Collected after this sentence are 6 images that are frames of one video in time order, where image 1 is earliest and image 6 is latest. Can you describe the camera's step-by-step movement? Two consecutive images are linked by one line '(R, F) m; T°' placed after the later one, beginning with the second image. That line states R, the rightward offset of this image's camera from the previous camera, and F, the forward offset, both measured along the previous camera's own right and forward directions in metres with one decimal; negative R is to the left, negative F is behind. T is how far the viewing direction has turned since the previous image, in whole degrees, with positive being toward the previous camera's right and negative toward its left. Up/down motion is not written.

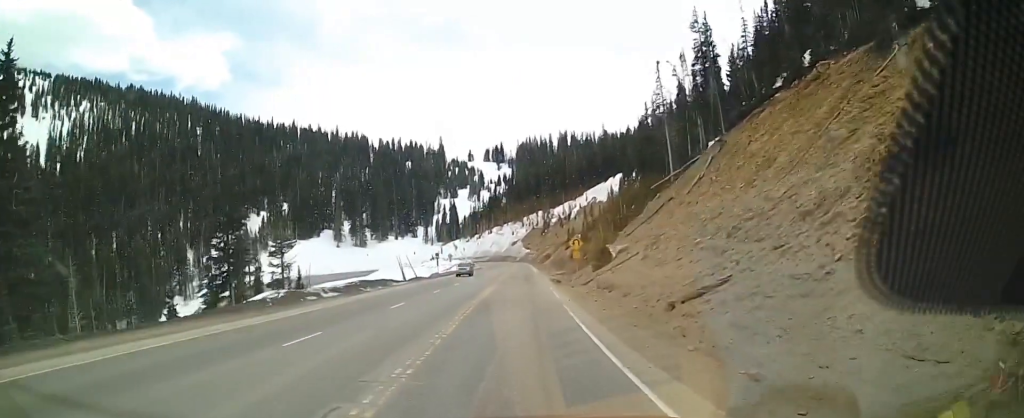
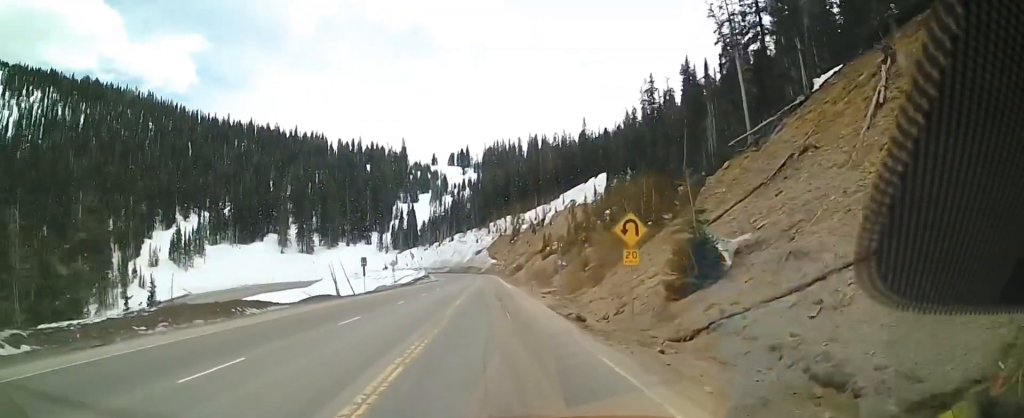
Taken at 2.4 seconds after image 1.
(+1.1, +28.2) m; +2°
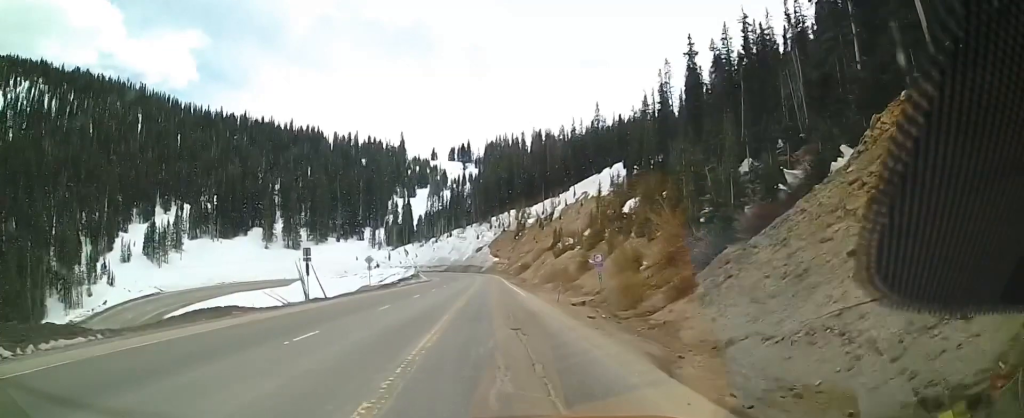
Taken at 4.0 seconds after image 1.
(-0.3, +20.1) m; -1°
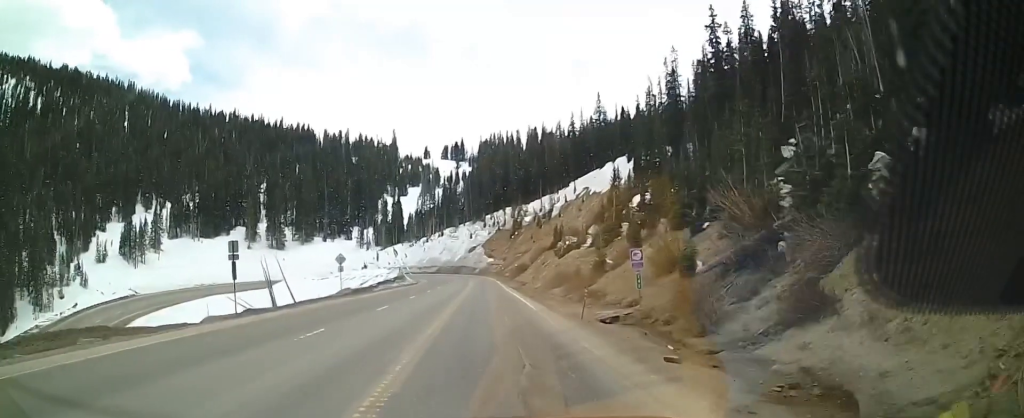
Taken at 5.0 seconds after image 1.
(0.0, +11.6) m; 0°
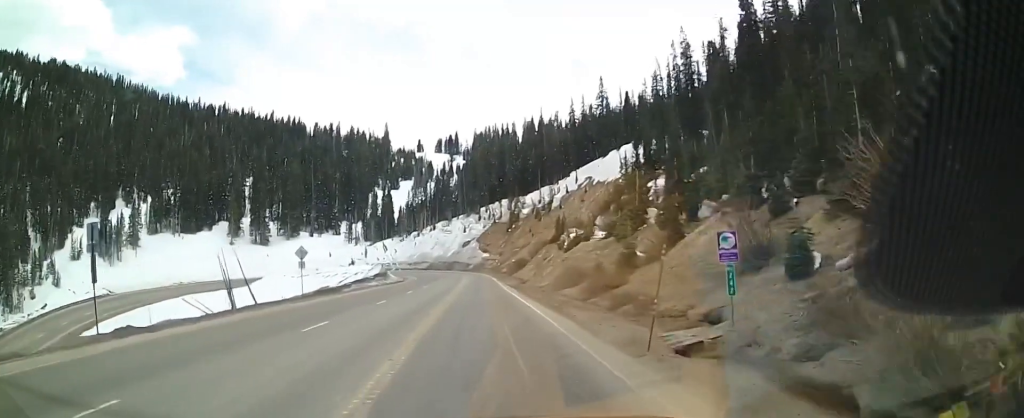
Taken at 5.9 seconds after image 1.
(0.0, +11.5) m; +3°
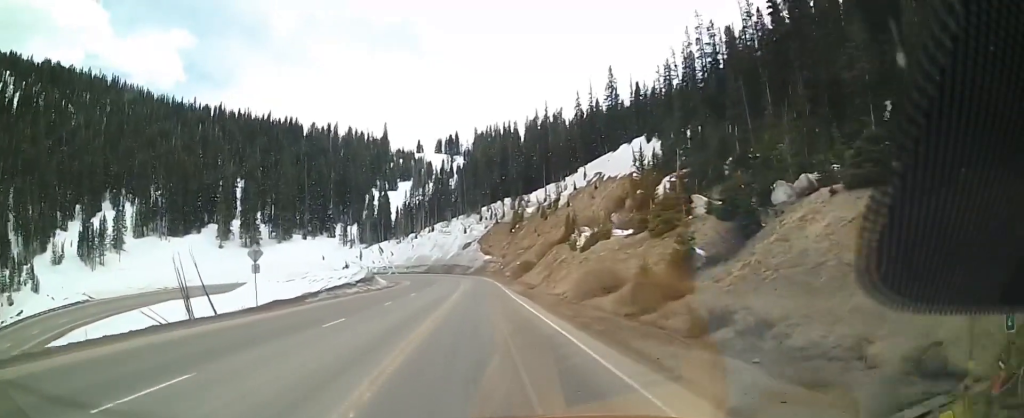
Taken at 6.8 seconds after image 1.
(+0.4, +10.5) m; 0°
